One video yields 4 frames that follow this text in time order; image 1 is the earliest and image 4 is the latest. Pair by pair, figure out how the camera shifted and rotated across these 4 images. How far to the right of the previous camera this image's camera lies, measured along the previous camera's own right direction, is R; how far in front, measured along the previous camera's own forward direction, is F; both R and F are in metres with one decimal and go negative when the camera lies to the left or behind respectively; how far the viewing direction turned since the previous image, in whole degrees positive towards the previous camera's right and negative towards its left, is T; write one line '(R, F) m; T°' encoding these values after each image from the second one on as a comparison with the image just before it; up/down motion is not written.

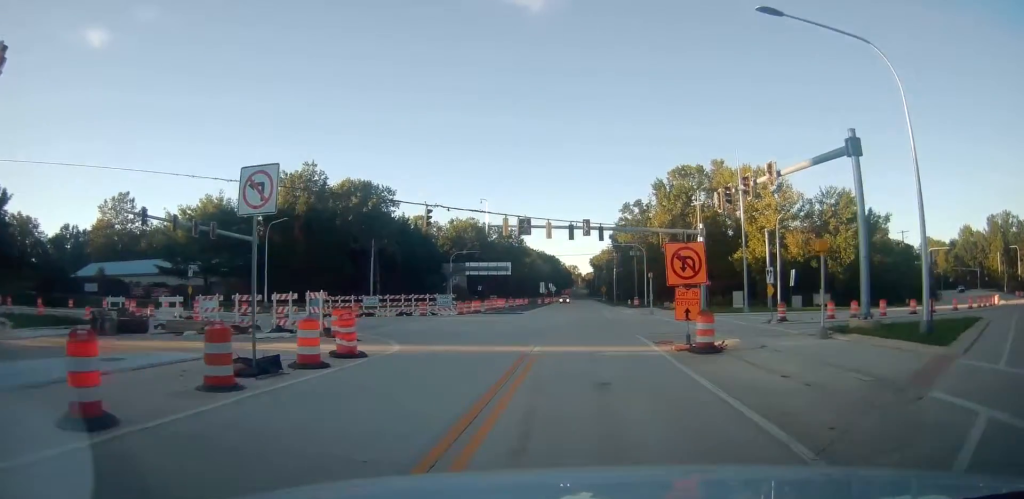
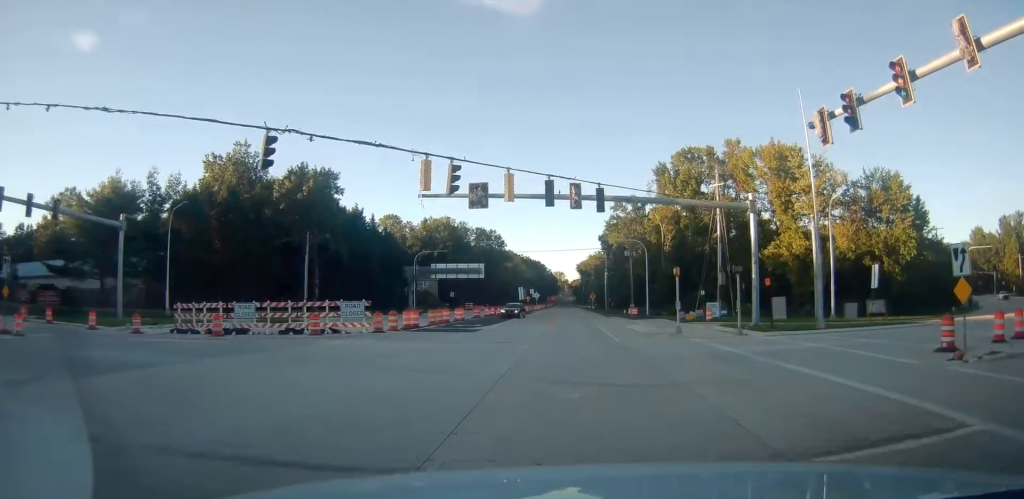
(-0.7, +17.7) m; -2°
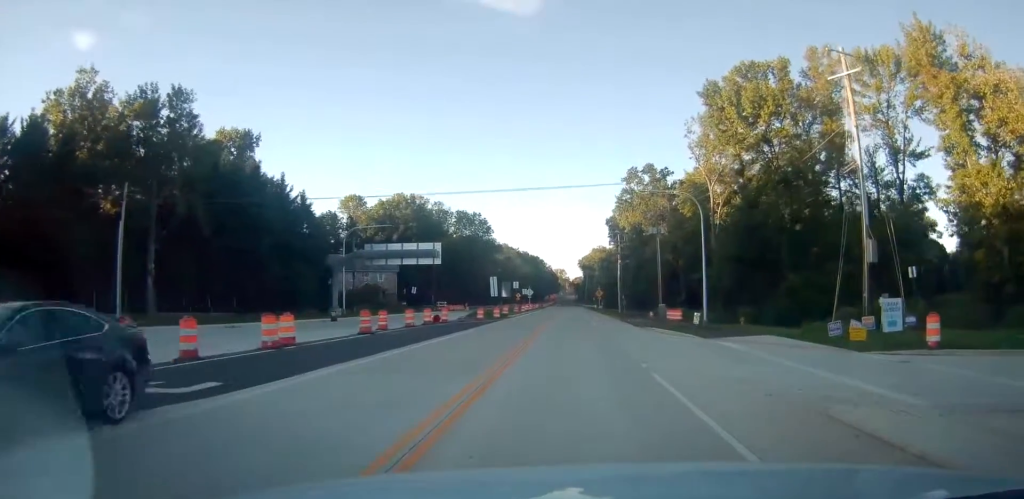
(+0.6, +22.1) m; +2°
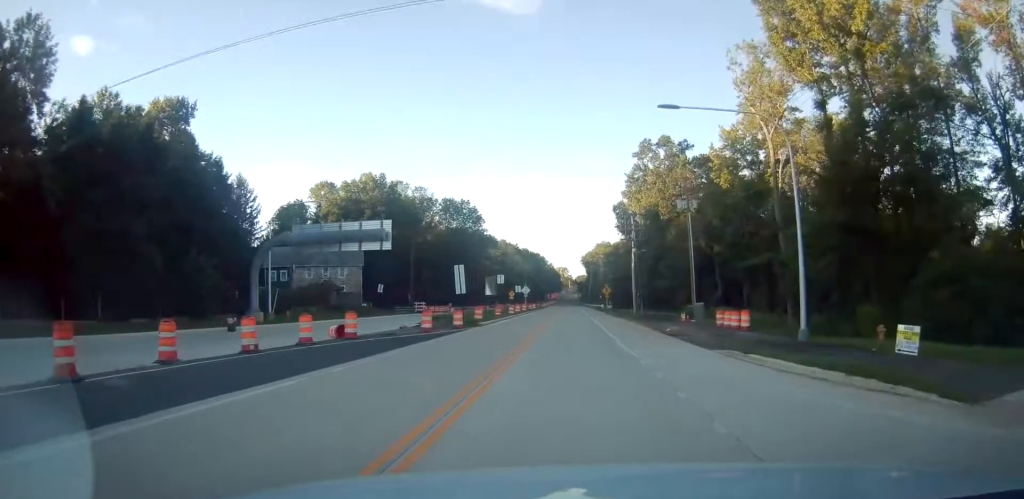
(-0.1, +15.9) m; -1°
